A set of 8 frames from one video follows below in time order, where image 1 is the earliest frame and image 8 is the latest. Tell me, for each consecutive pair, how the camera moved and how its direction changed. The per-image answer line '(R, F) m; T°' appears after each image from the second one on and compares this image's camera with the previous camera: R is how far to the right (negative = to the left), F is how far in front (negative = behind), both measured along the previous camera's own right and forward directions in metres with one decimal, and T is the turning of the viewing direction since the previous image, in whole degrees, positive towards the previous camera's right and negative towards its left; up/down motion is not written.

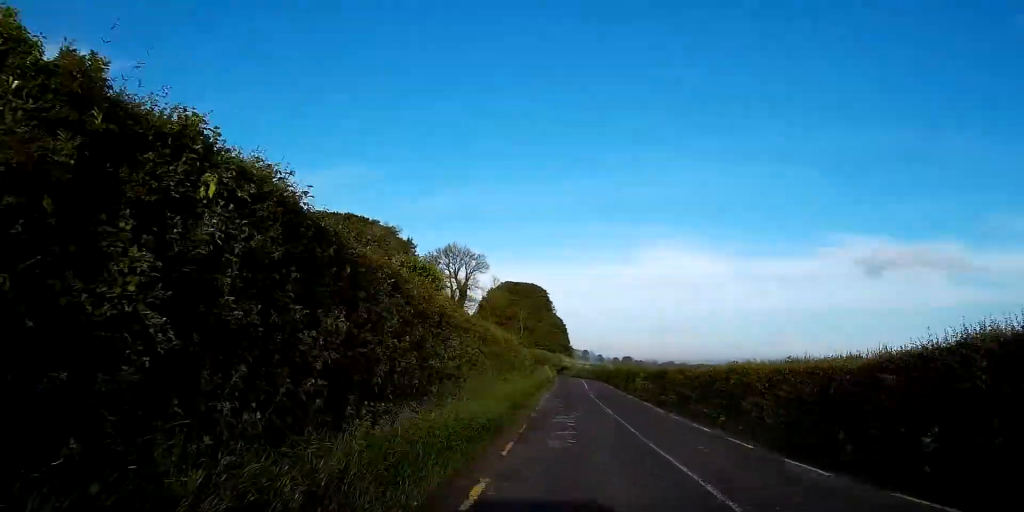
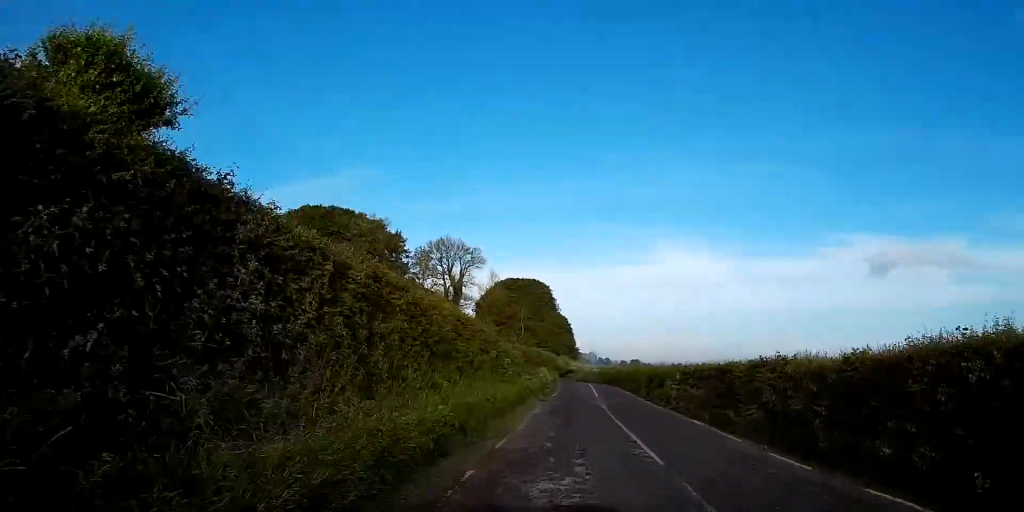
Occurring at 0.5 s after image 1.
(-0.2, +11.5) m; -1°
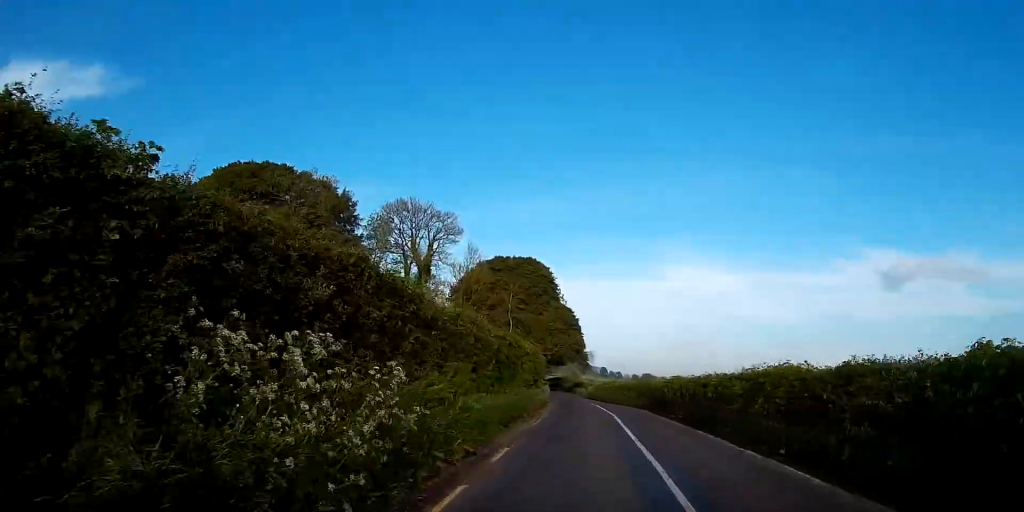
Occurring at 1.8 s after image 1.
(-0.3, +32.3) m; -1°
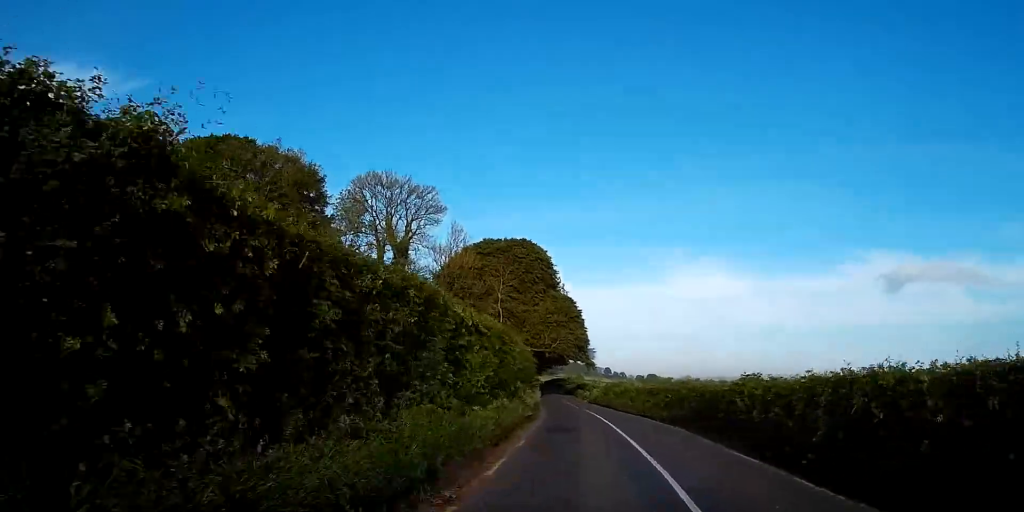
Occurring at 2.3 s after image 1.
(0.0, +12.6) m; -1°
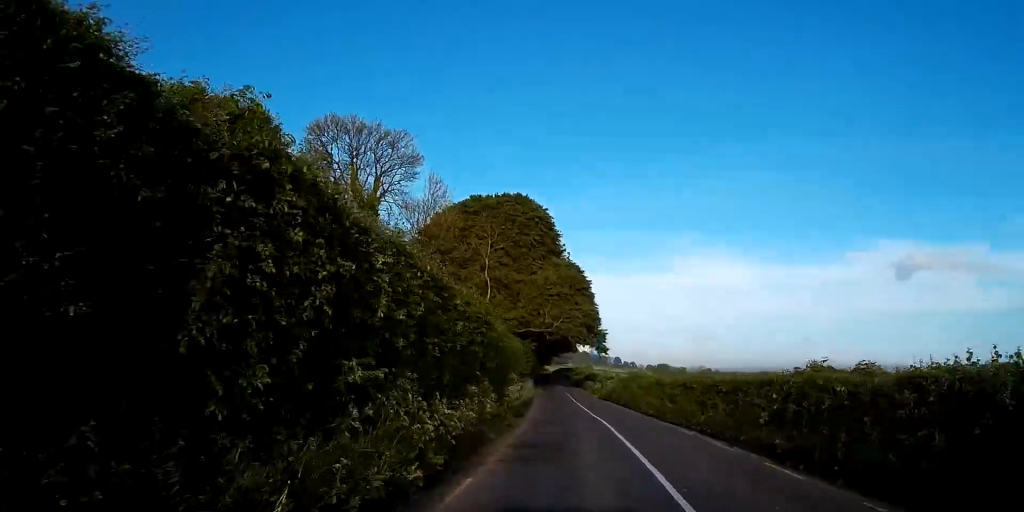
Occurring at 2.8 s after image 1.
(-0.1, +14.4) m; -2°
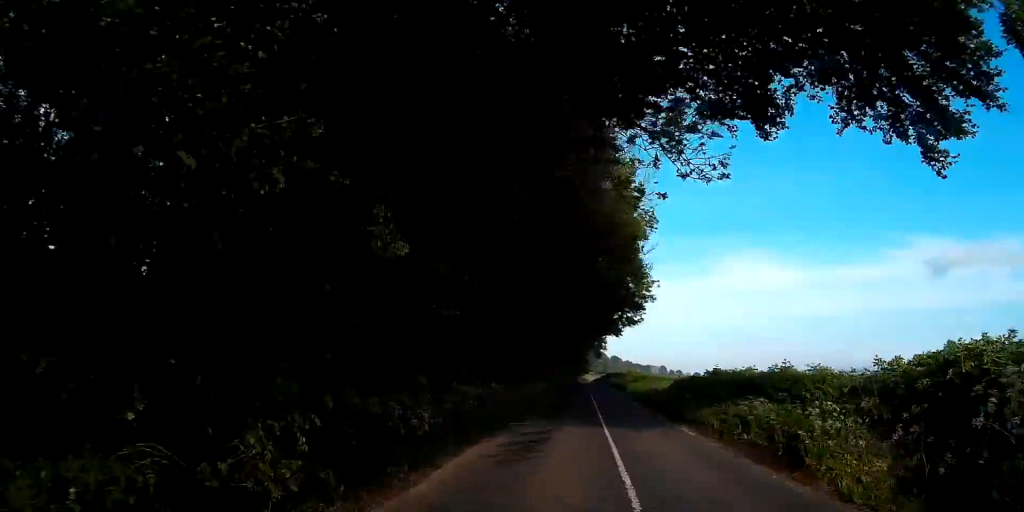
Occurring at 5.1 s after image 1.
(-2.2, +57.1) m; -3°
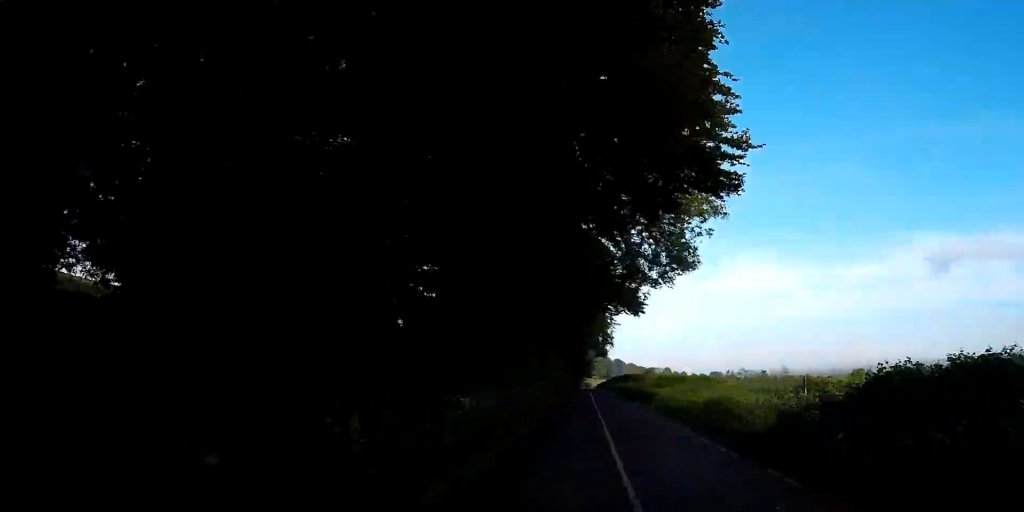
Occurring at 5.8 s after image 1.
(0.0, +19.7) m; 0°
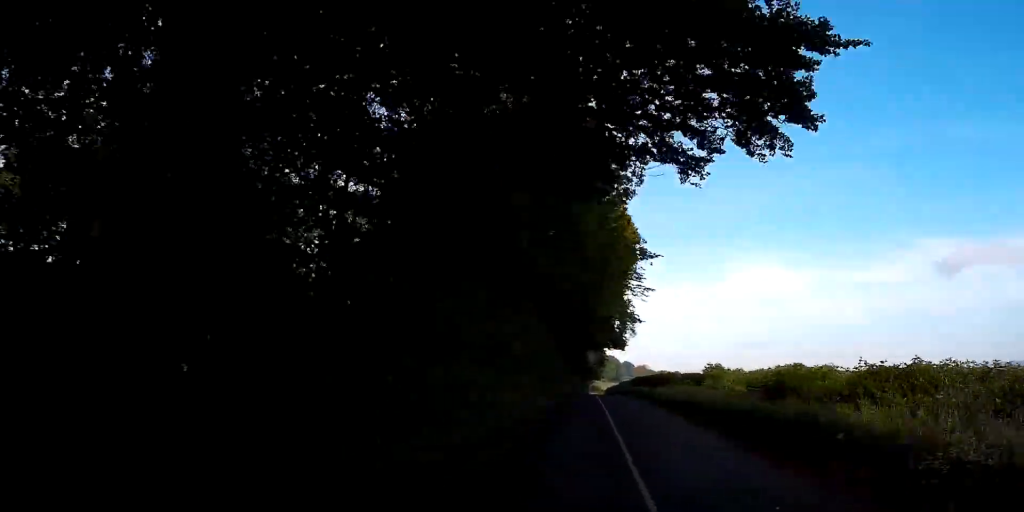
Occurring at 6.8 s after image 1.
(0.0, +25.8) m; -1°
